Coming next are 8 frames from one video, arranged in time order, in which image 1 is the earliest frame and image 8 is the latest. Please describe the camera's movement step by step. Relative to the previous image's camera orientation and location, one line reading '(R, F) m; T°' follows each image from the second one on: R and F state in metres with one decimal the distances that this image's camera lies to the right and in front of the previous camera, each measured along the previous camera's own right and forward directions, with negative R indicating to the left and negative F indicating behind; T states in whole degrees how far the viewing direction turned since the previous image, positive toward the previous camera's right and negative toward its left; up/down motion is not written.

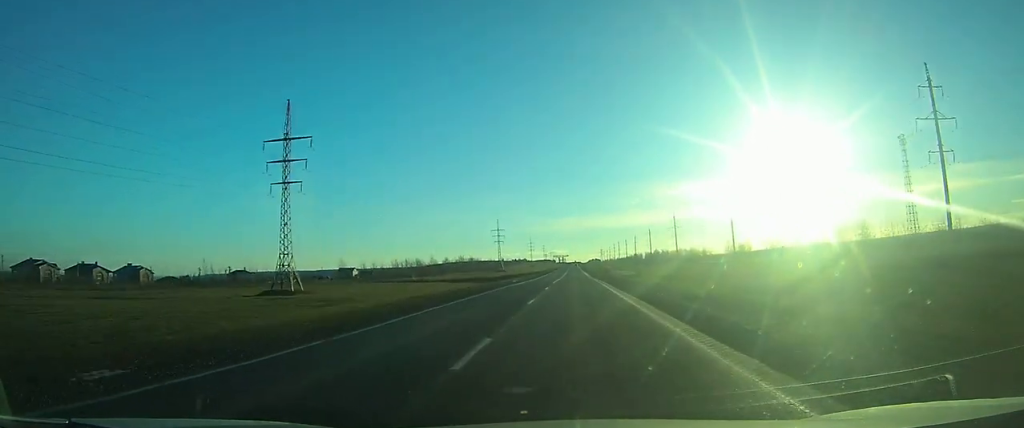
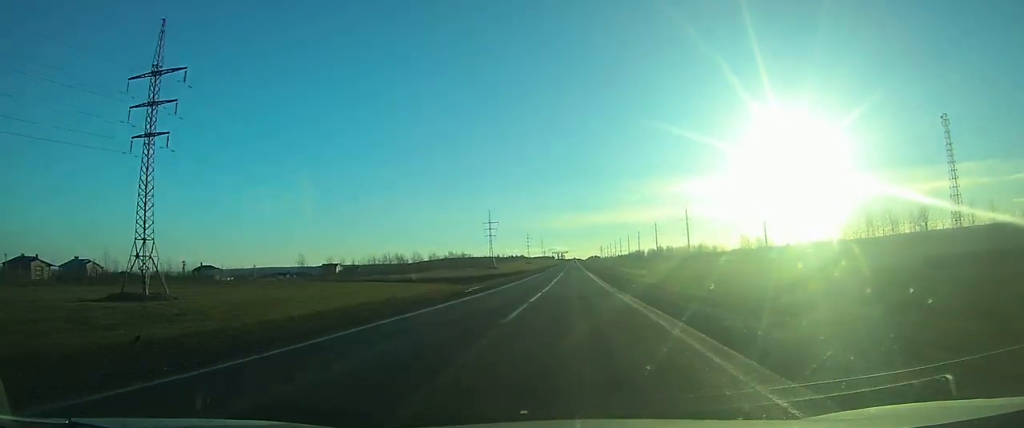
(0.0, +33.8) m; 0°
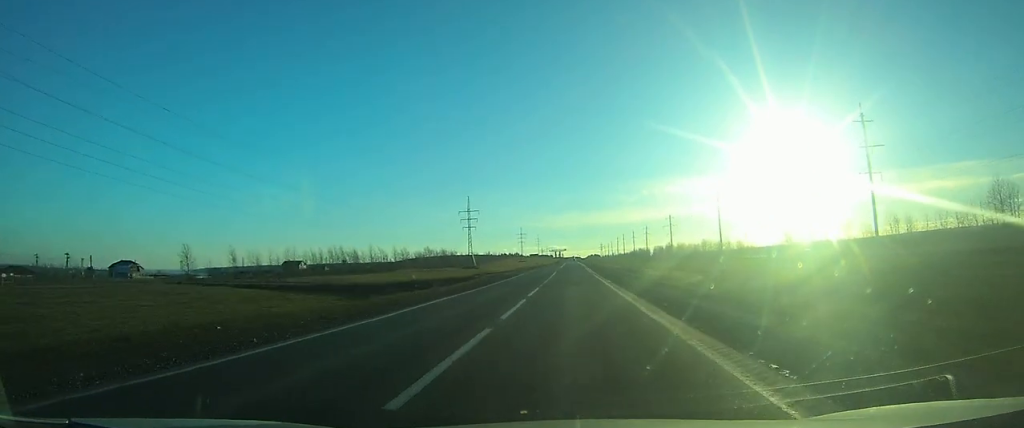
(+0.3, +63.2) m; 0°
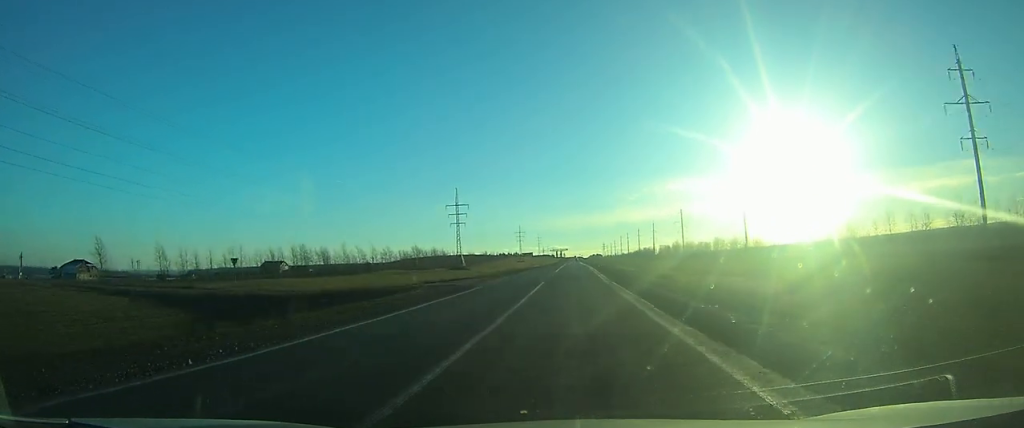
(0.0, +29.3) m; 0°
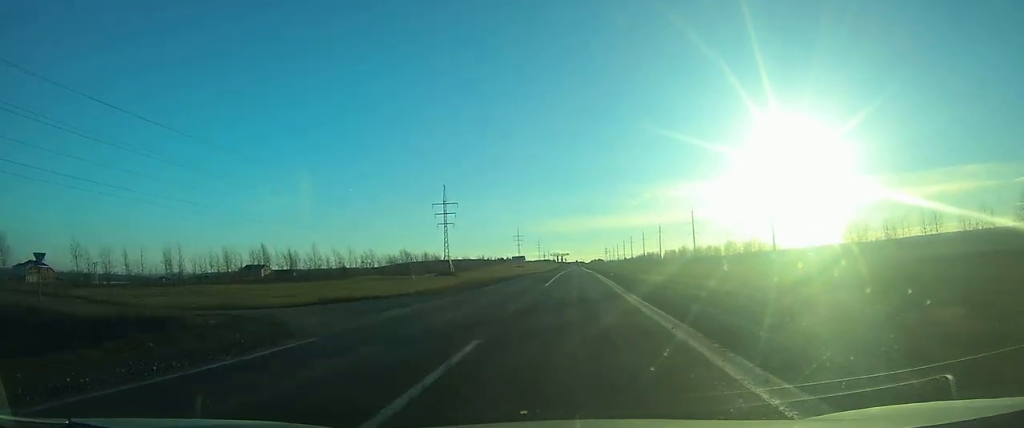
(+0.1, +23.6) m; 0°
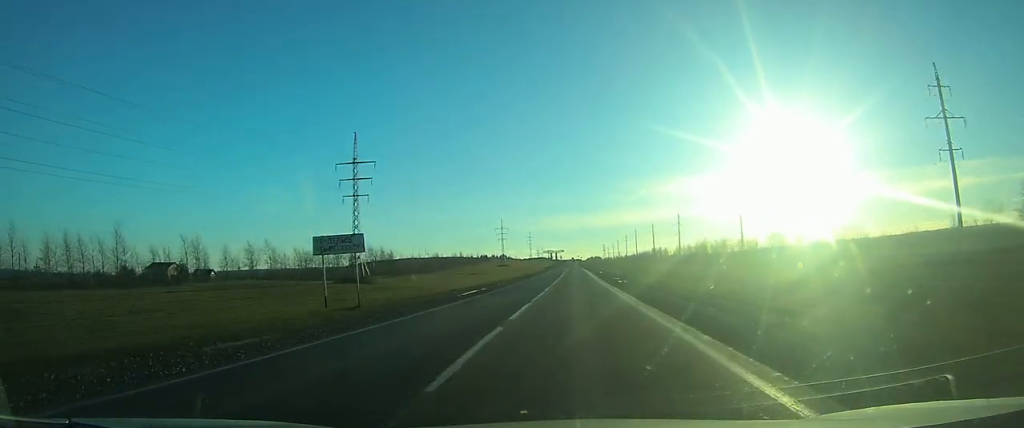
(-0.5, +74.8) m; 0°
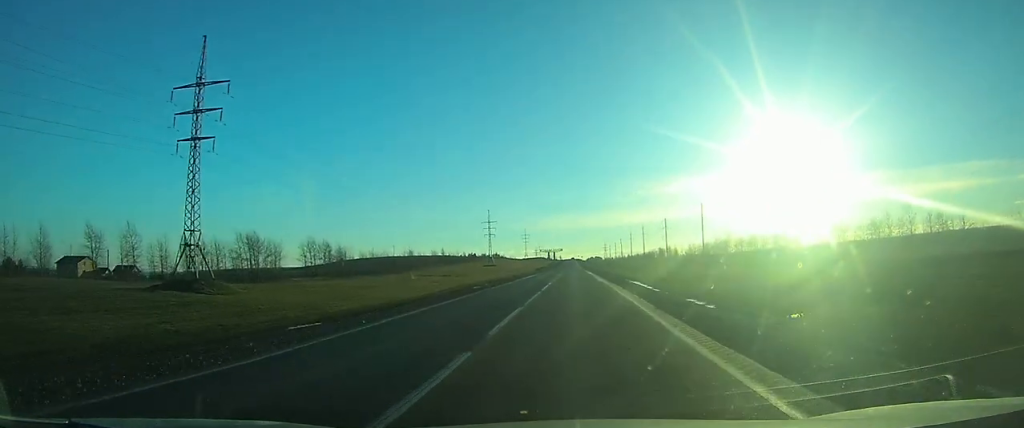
(-0.1, +51.6) m; 0°
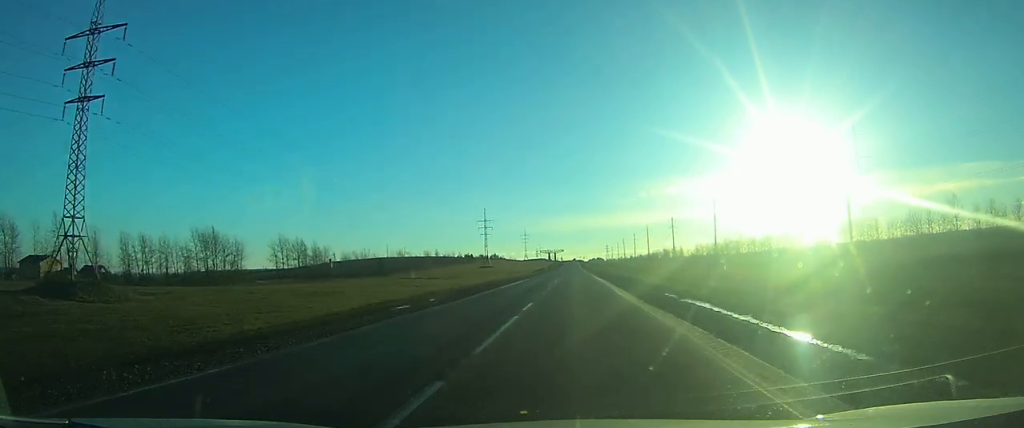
(0.0, +18.5) m; 0°
